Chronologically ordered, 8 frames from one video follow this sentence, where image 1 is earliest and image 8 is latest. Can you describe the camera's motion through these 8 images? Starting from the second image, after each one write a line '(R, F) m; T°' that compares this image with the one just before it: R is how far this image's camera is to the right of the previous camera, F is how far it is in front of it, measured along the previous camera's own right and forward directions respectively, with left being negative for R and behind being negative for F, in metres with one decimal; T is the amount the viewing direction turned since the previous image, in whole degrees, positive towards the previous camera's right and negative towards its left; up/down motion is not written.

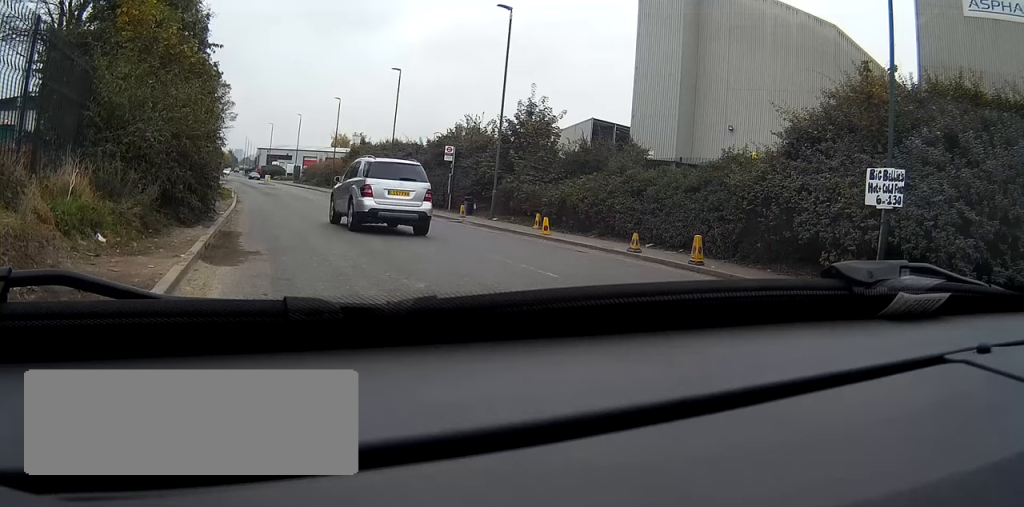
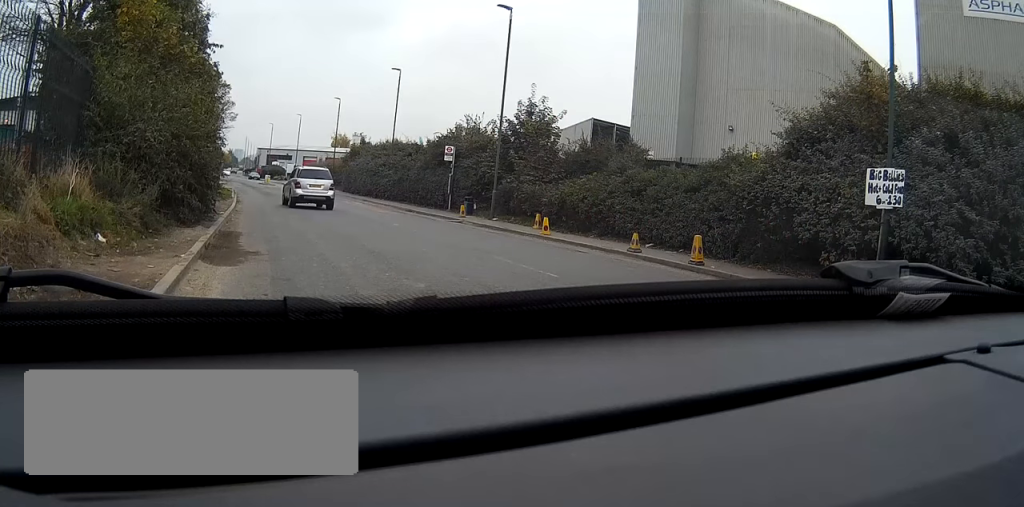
(0.0, 0.0) m; 0°
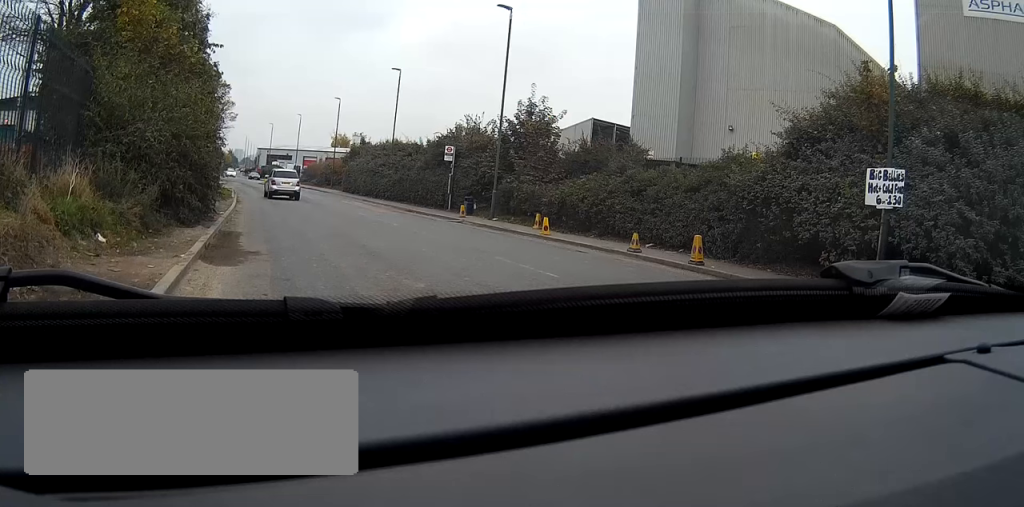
(0.0, 0.0) m; 0°
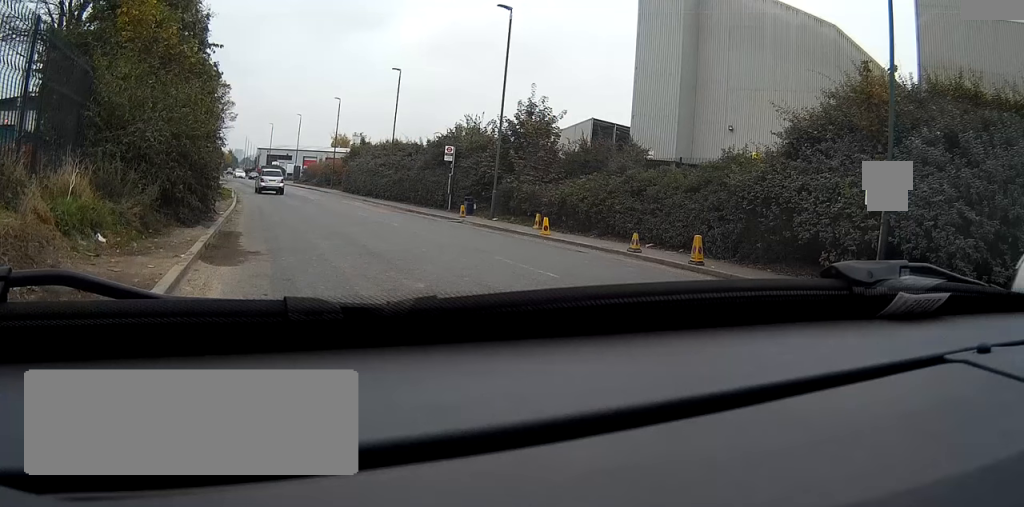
(0.0, 0.0) m; 0°
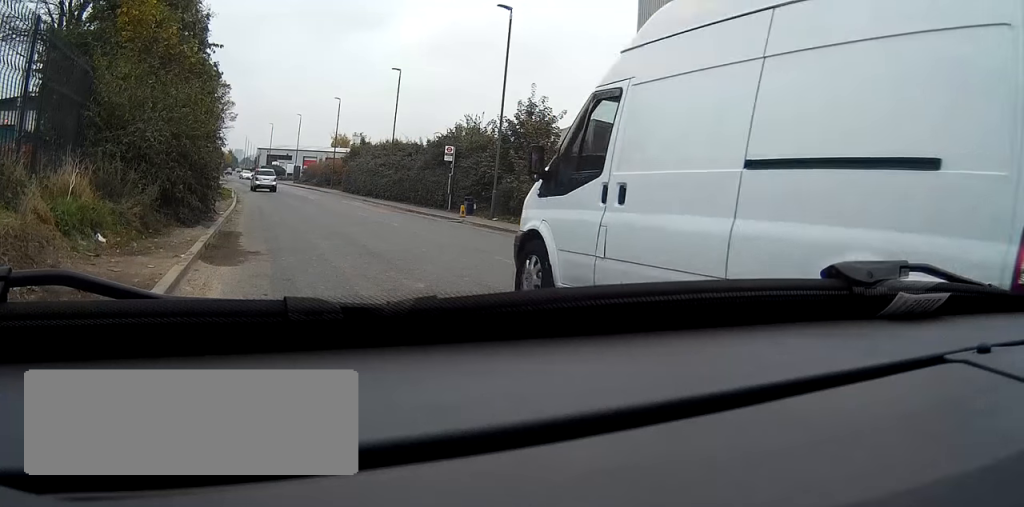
(0.0, 0.0) m; 0°
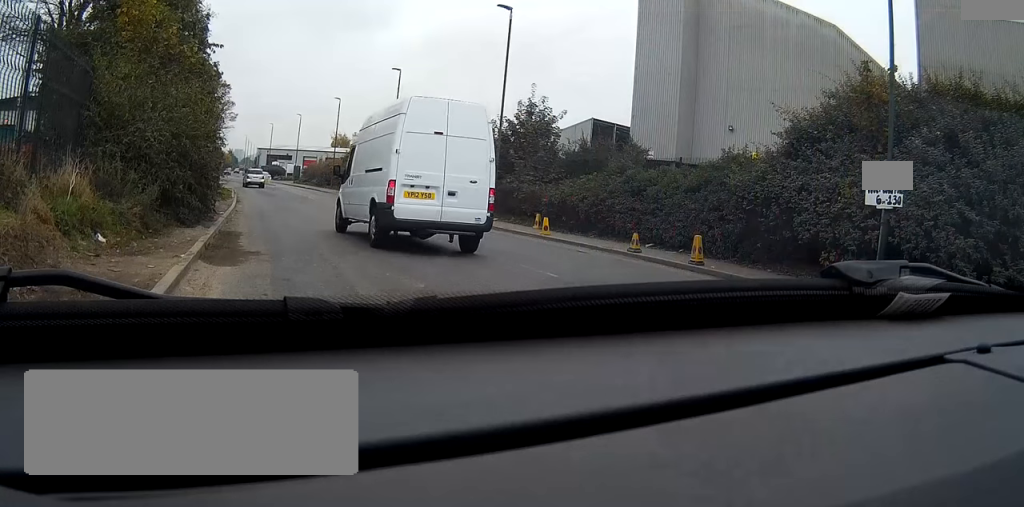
(0.0, 0.0) m; 0°
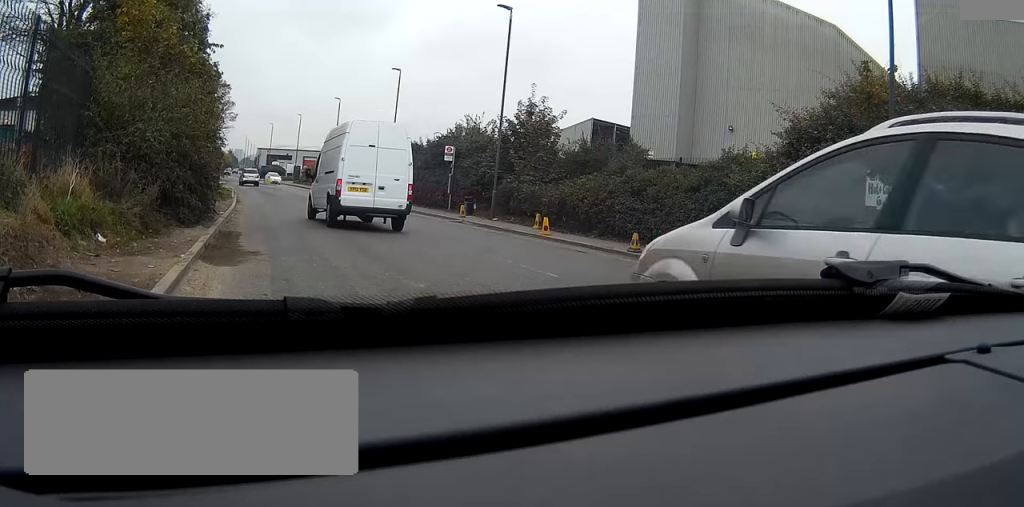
(0.0, 0.0) m; 0°
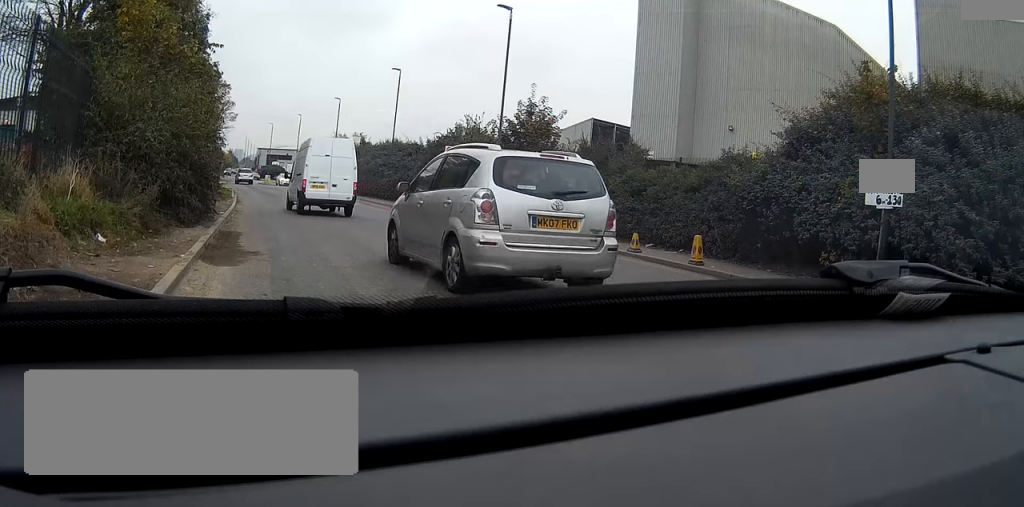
(0.0, 0.0) m; 0°
